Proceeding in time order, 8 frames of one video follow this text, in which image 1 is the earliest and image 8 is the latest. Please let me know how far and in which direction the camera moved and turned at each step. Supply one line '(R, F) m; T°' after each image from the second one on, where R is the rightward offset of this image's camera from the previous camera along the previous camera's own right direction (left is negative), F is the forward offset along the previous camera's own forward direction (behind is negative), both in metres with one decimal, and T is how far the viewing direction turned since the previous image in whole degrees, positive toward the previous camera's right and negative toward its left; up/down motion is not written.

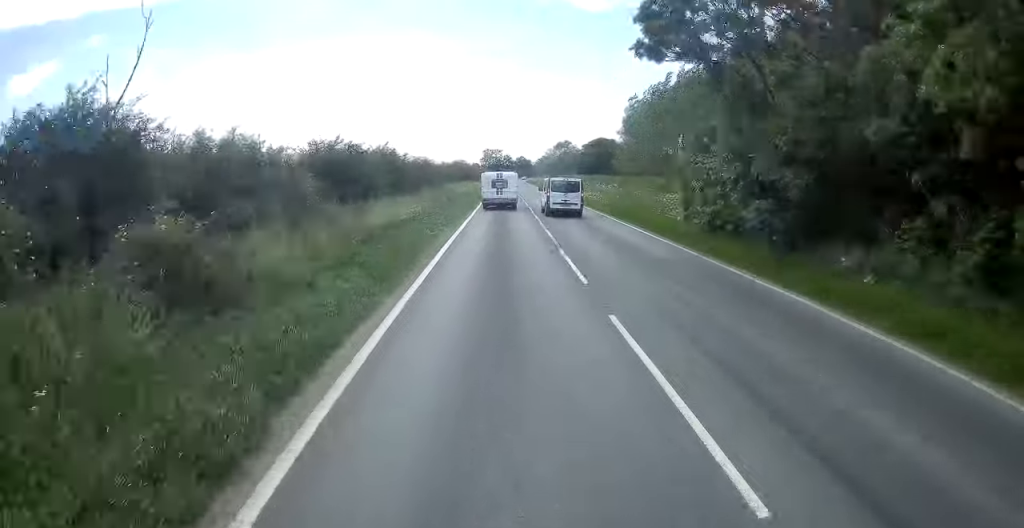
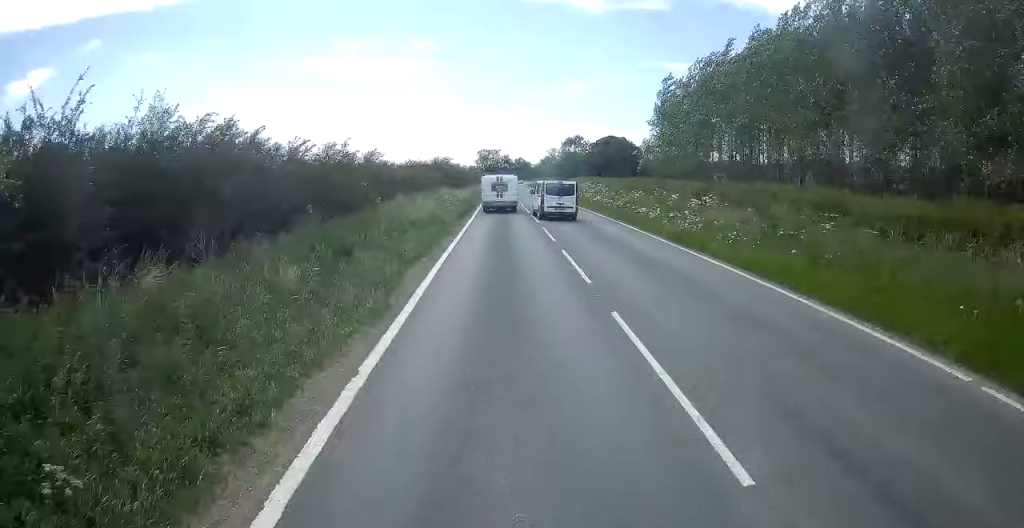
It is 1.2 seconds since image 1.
(+0.6, +26.2) m; +2°
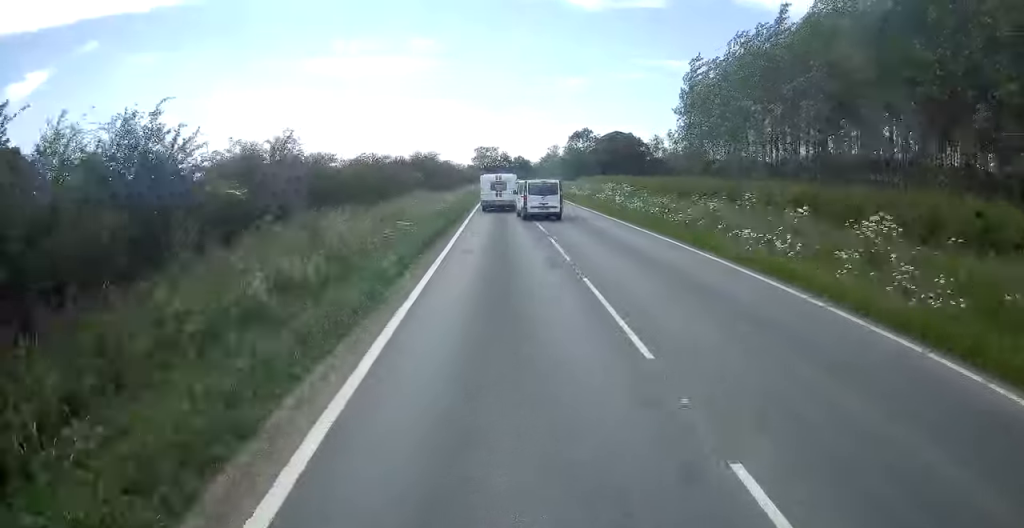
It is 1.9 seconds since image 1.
(+0.1, +14.6) m; 0°
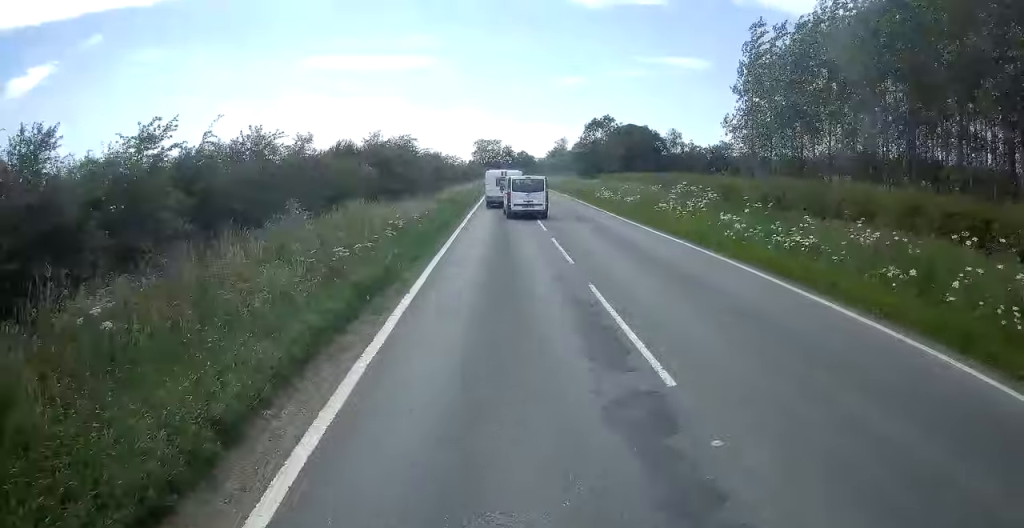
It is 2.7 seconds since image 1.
(0.0, +19.0) m; 0°
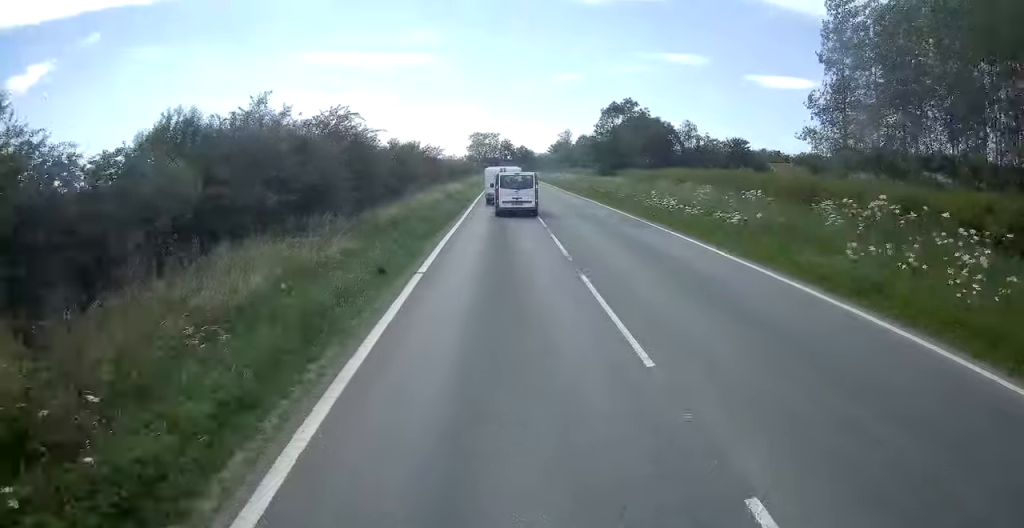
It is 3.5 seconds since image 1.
(0.0, +17.5) m; +1°
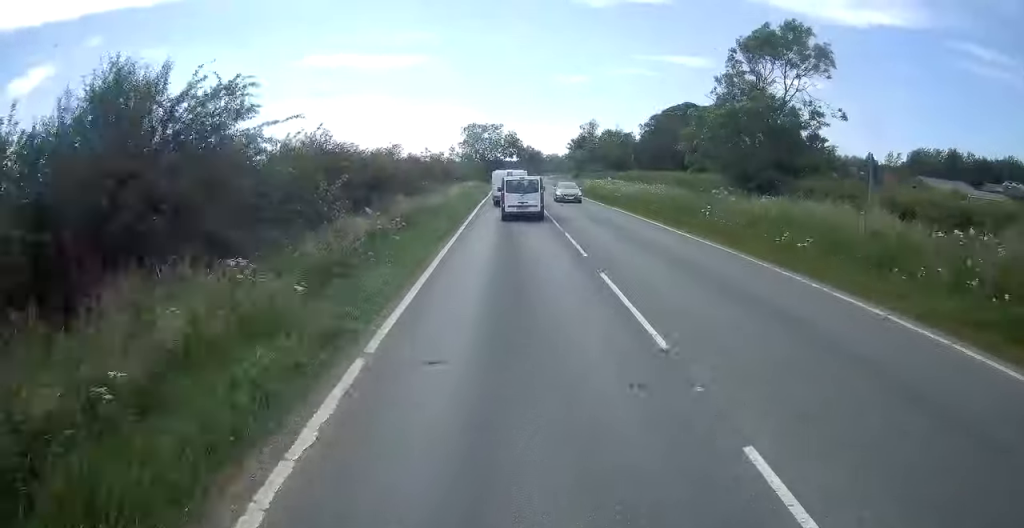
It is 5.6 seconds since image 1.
(+1.5, +45.2) m; +1°
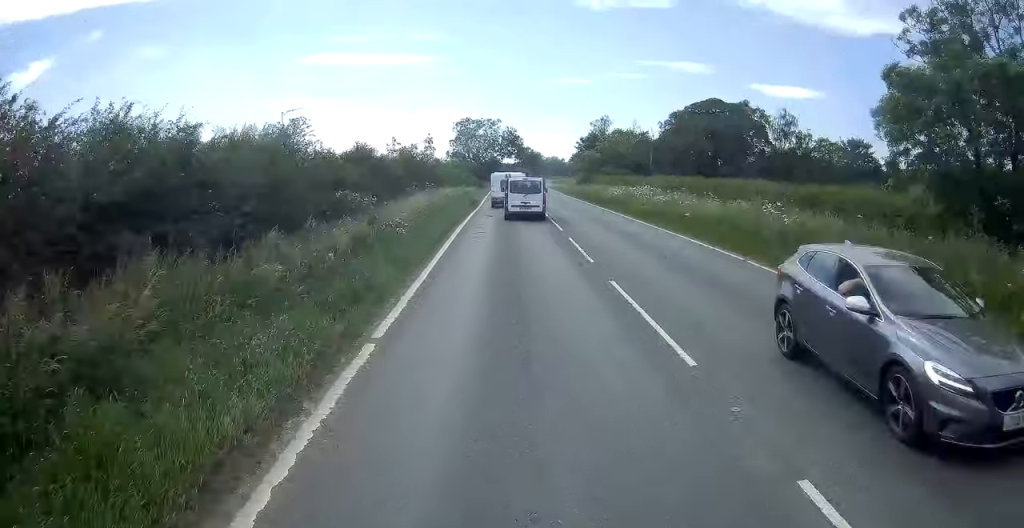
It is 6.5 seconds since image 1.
(-0.5, +18.9) m; -3°
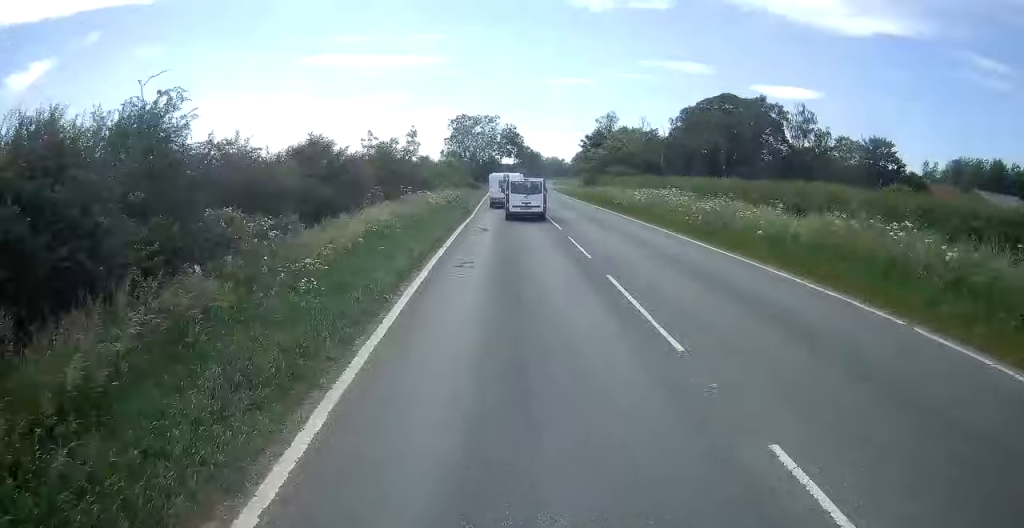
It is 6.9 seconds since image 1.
(+0.2, +8.3) m; -2°
